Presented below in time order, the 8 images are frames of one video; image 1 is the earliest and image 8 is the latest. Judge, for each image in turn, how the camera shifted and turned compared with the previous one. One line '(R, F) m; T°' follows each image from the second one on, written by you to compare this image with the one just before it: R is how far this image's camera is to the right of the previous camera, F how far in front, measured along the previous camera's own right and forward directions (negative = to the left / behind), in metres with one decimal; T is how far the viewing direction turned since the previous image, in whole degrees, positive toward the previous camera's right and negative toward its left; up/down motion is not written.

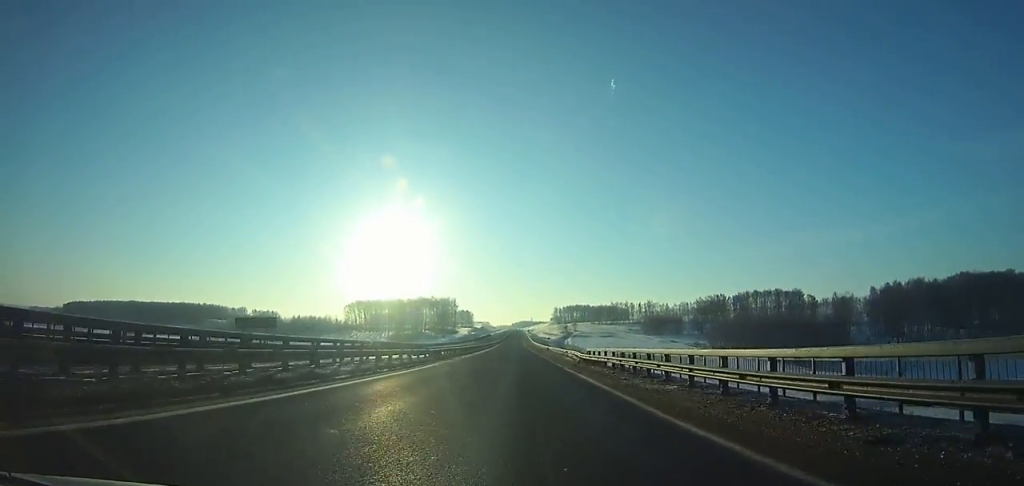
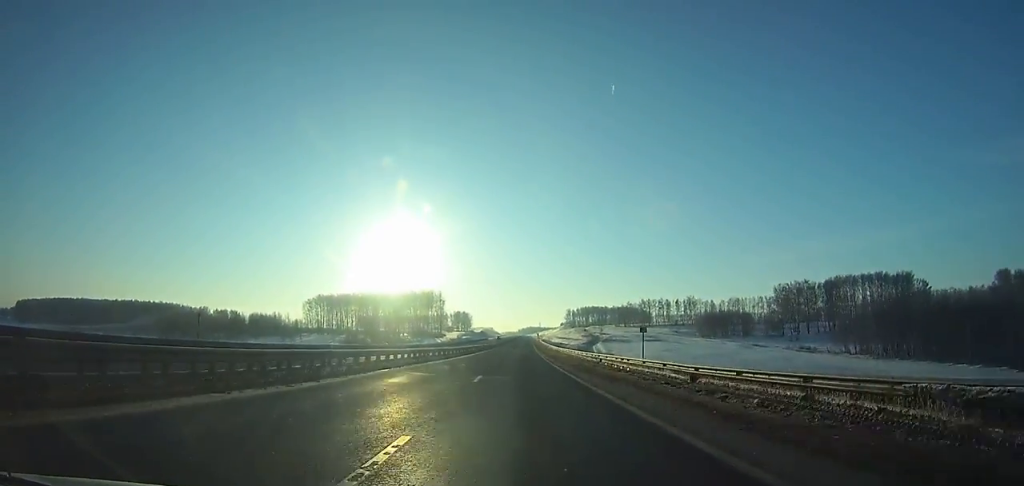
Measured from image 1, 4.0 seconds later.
(-0.5, +109.0) m; 0°
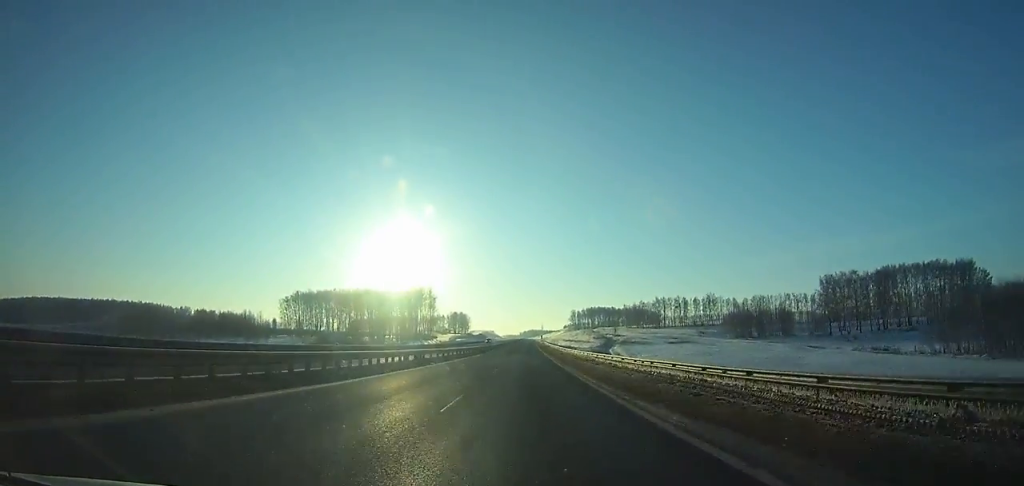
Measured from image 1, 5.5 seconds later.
(-0.1, +40.4) m; 0°
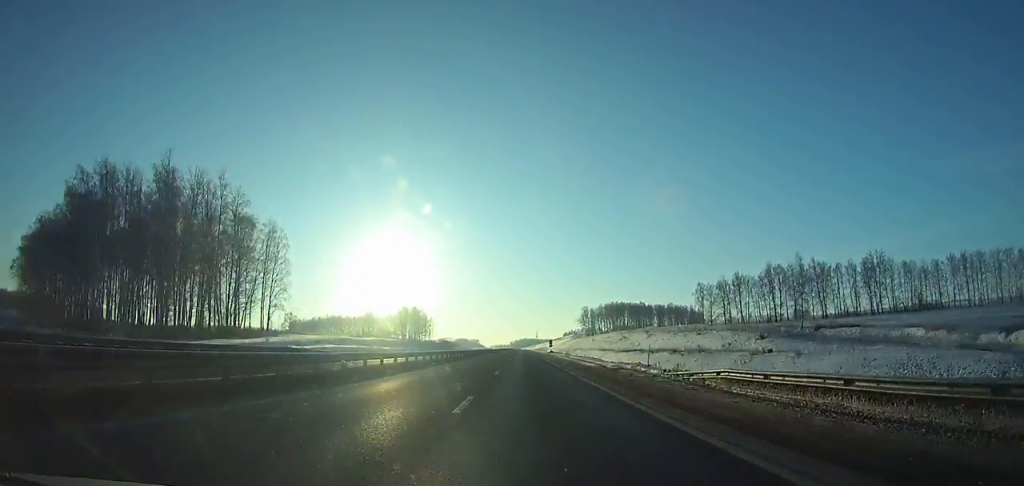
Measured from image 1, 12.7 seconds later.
(+1.4, +190.9) m; +1°
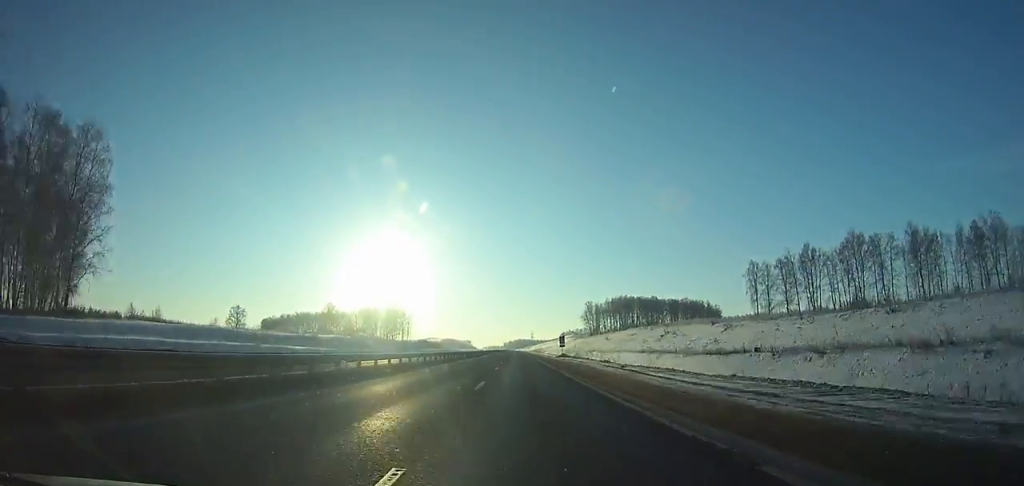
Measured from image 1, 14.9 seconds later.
(0.0, +57.1) m; 0°
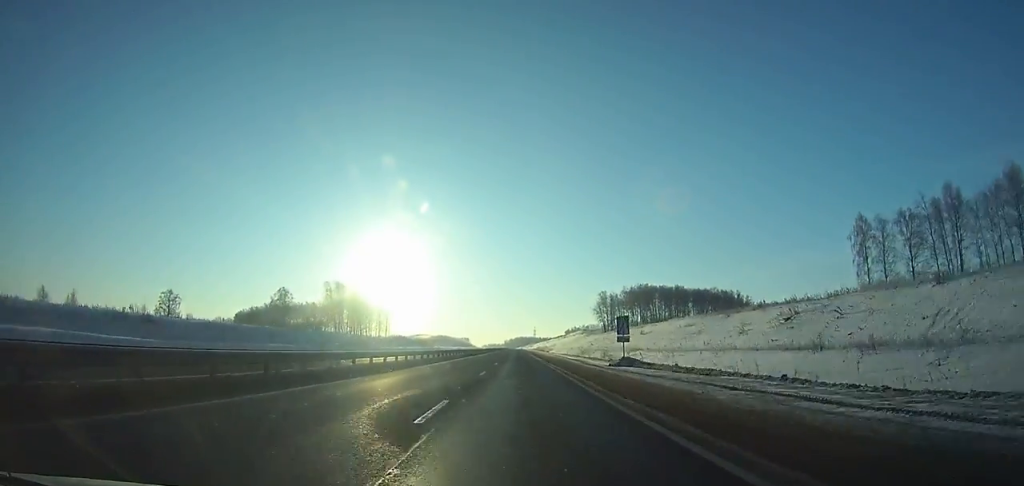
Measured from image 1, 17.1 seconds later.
(0.0, +56.9) m; 0°
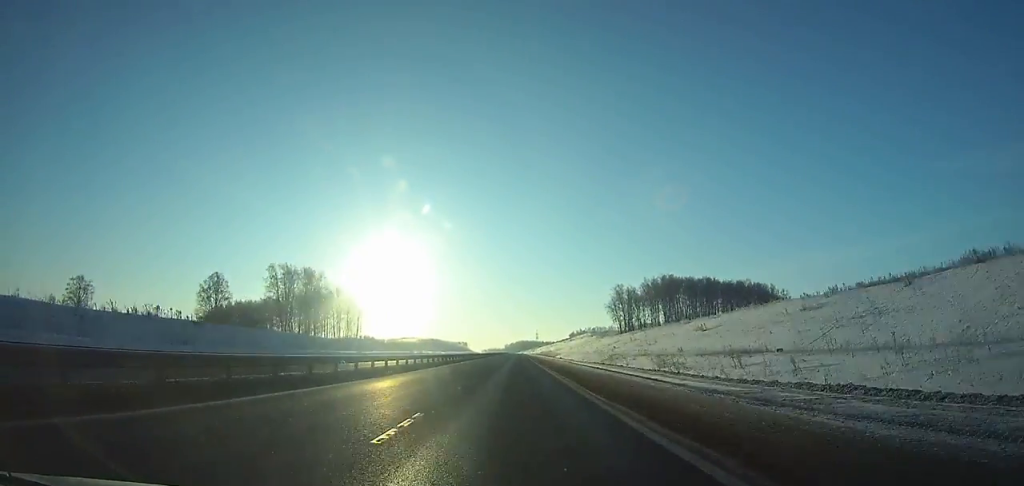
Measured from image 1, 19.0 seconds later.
(+0.1, +49.1) m; 0°
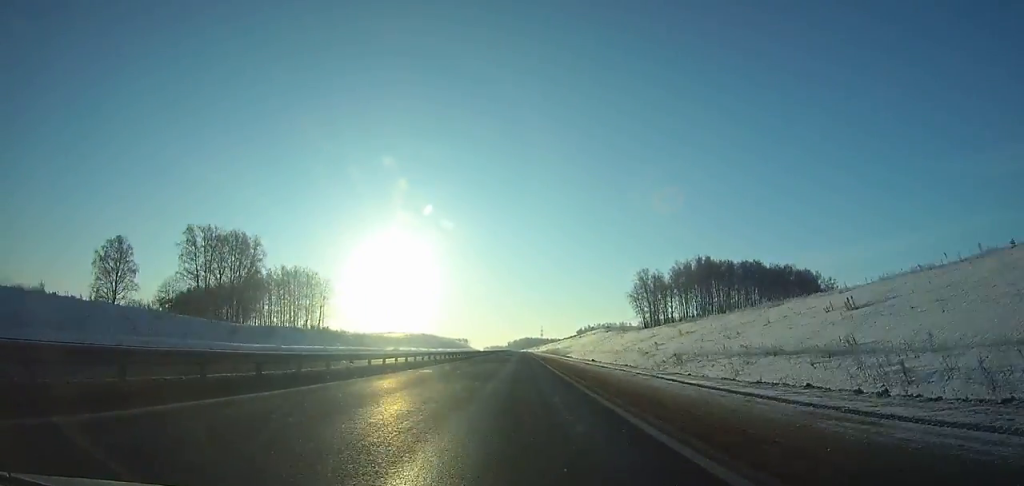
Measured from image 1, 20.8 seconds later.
(-0.1, +46.6) m; 0°
